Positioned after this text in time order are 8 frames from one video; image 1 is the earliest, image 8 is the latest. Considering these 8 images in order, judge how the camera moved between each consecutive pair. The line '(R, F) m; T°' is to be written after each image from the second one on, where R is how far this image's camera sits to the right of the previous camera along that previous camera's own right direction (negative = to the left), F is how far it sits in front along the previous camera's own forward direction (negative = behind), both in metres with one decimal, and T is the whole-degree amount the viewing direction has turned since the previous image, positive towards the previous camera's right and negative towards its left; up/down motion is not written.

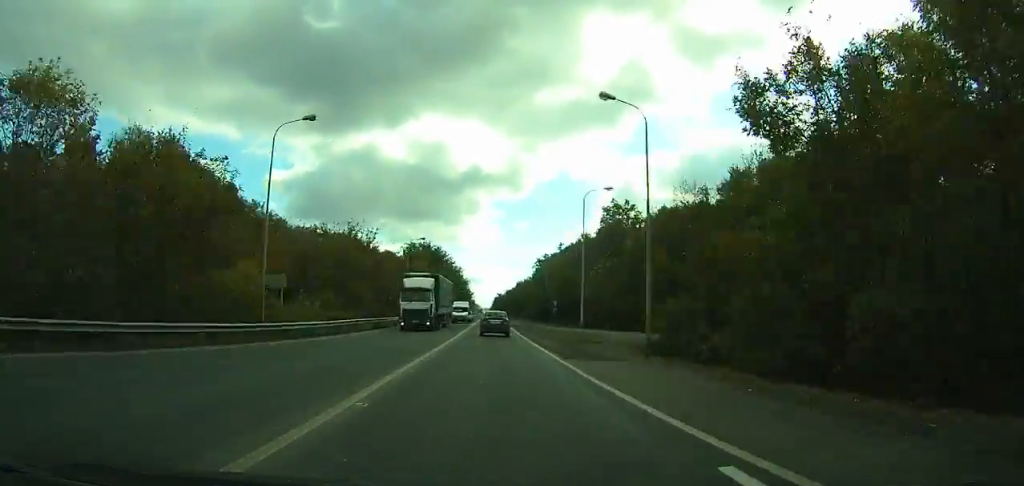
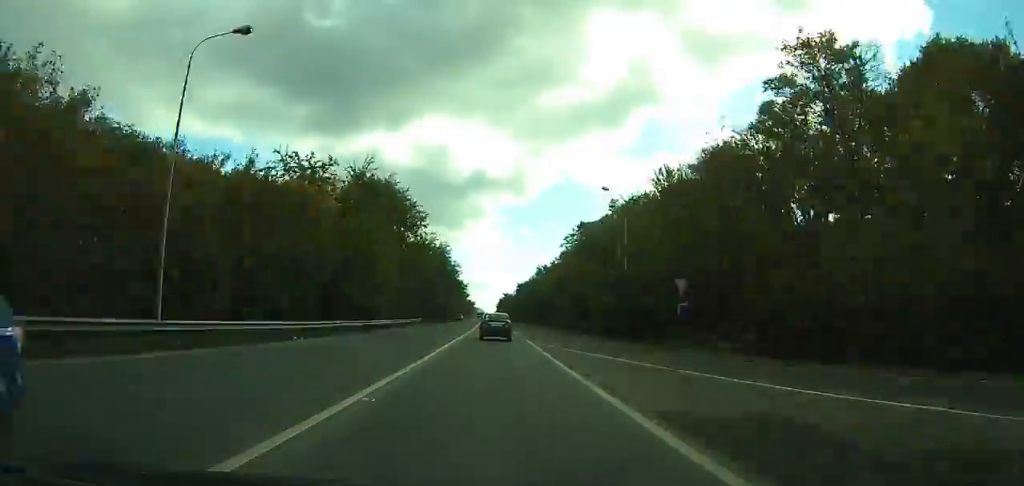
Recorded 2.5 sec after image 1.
(+0.1, +55.8) m; -1°
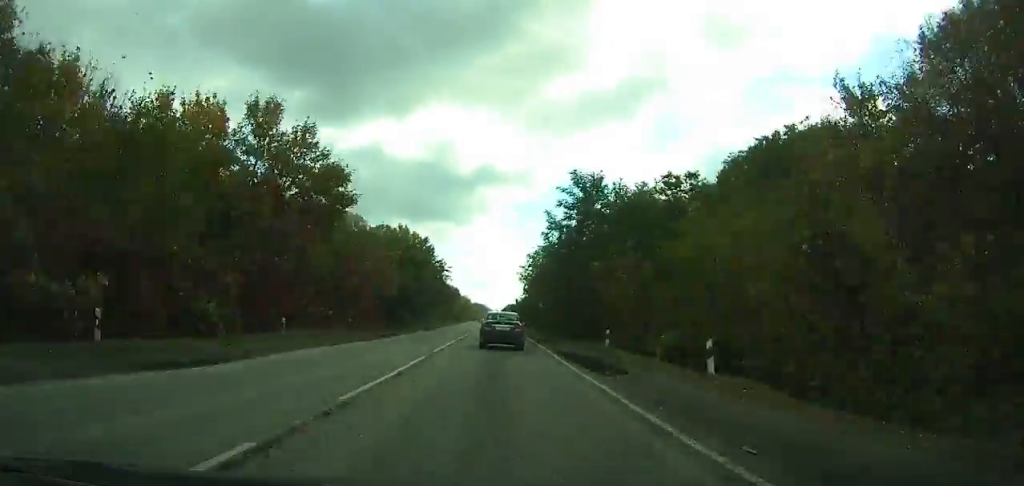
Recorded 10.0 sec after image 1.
(+11.4, +164.8) m; +4°
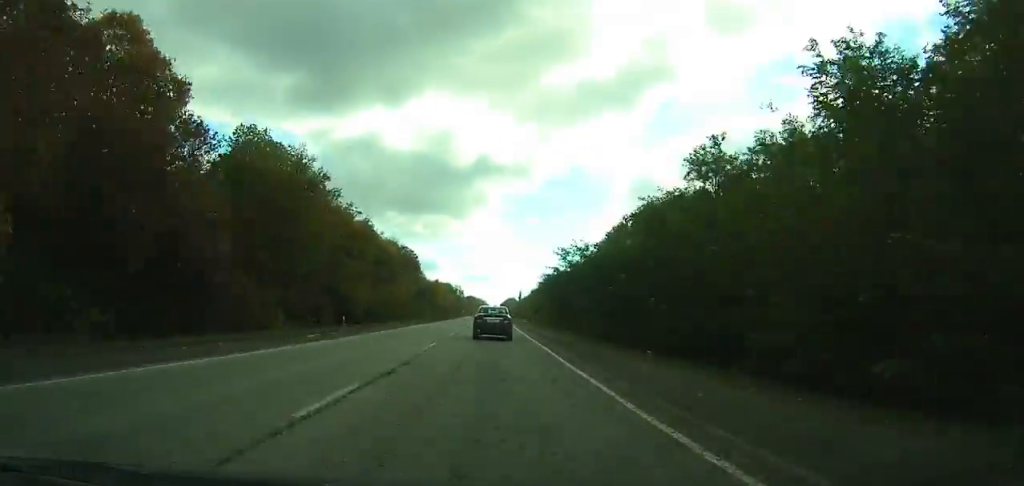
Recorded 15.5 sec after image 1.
(-15.5, +126.0) m; -4°
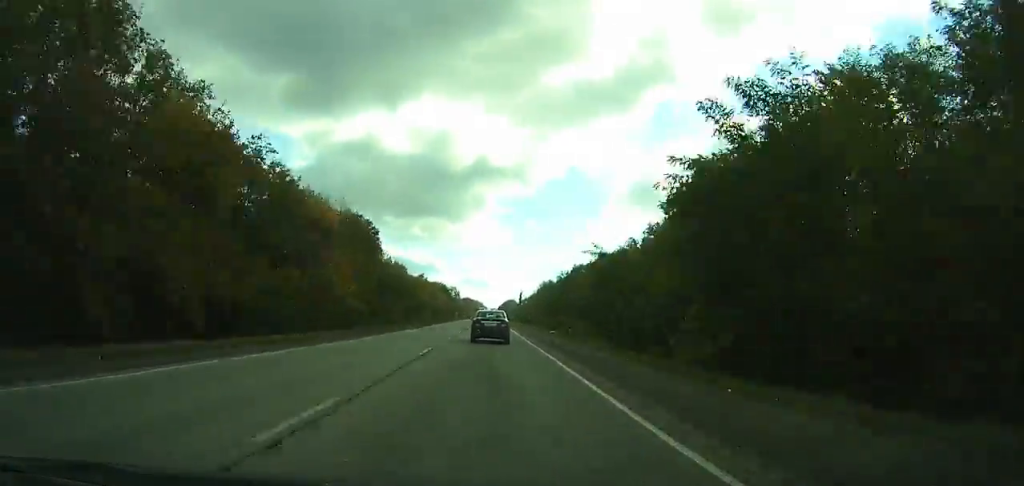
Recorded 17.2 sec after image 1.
(+0.4, +37.3) m; +1°
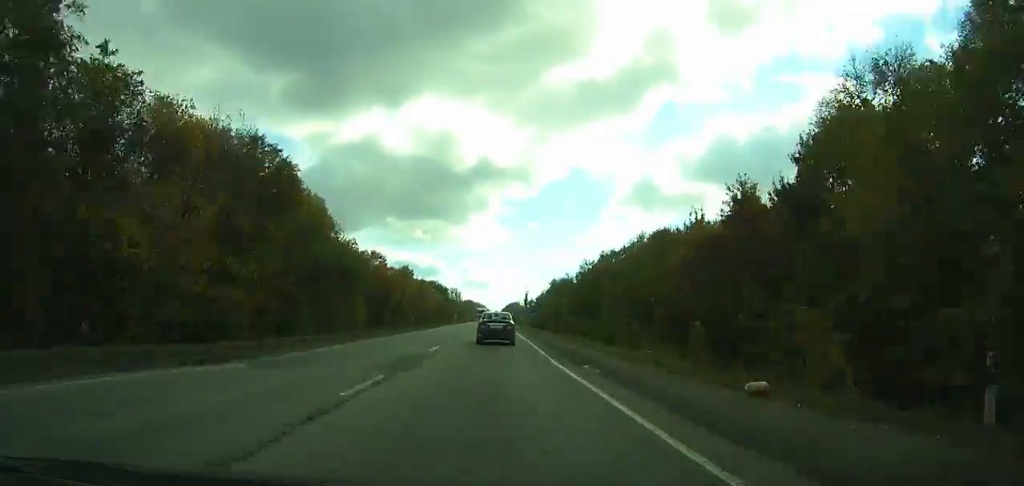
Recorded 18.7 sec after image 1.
(0.0, +32.4) m; 0°
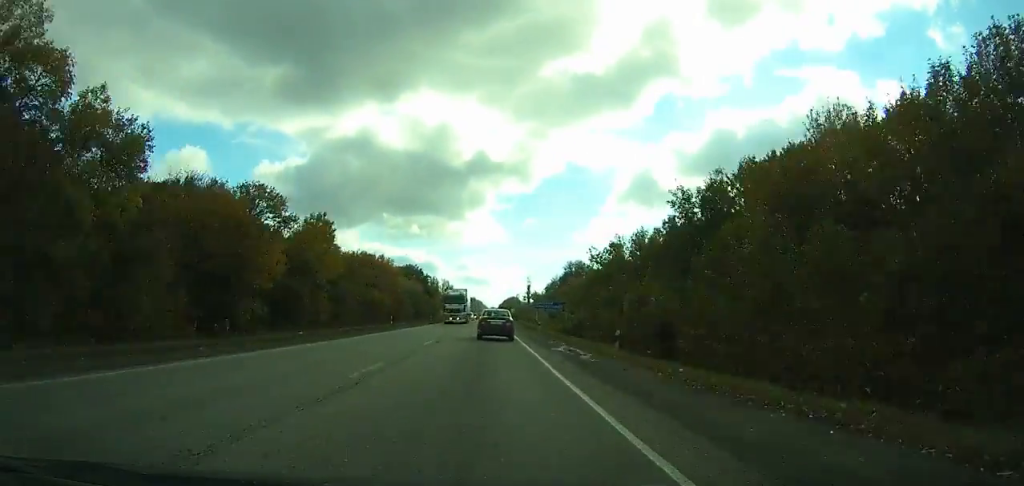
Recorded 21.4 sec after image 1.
(+0.1, +56.0) m; 0°
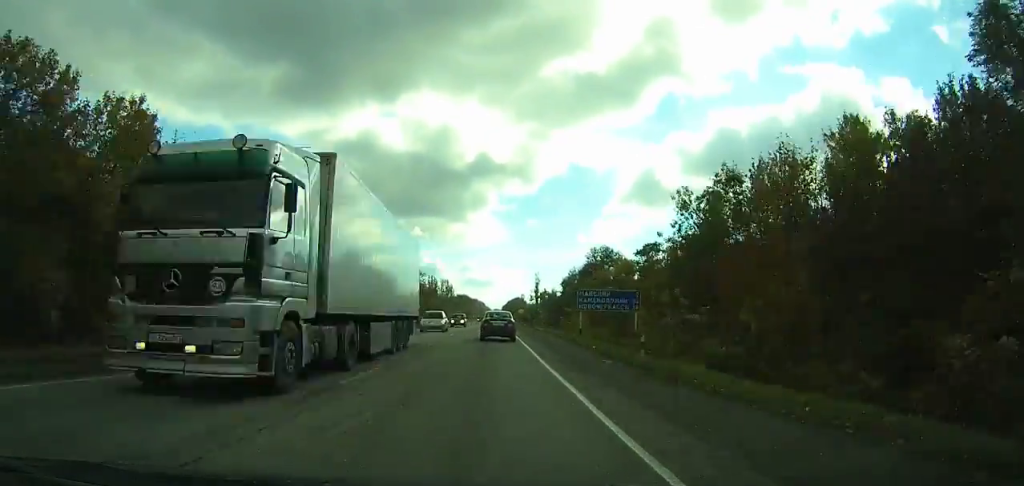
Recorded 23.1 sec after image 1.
(0.0, +34.2) m; 0°
